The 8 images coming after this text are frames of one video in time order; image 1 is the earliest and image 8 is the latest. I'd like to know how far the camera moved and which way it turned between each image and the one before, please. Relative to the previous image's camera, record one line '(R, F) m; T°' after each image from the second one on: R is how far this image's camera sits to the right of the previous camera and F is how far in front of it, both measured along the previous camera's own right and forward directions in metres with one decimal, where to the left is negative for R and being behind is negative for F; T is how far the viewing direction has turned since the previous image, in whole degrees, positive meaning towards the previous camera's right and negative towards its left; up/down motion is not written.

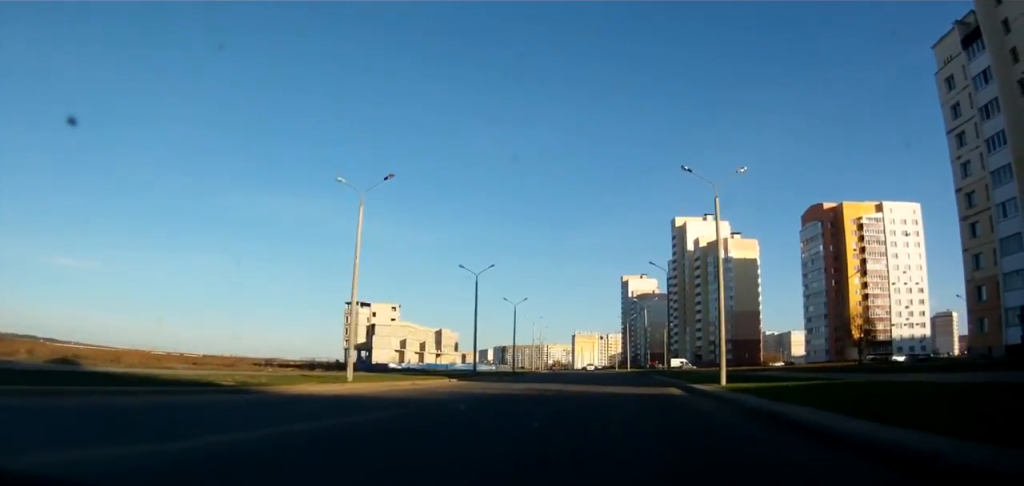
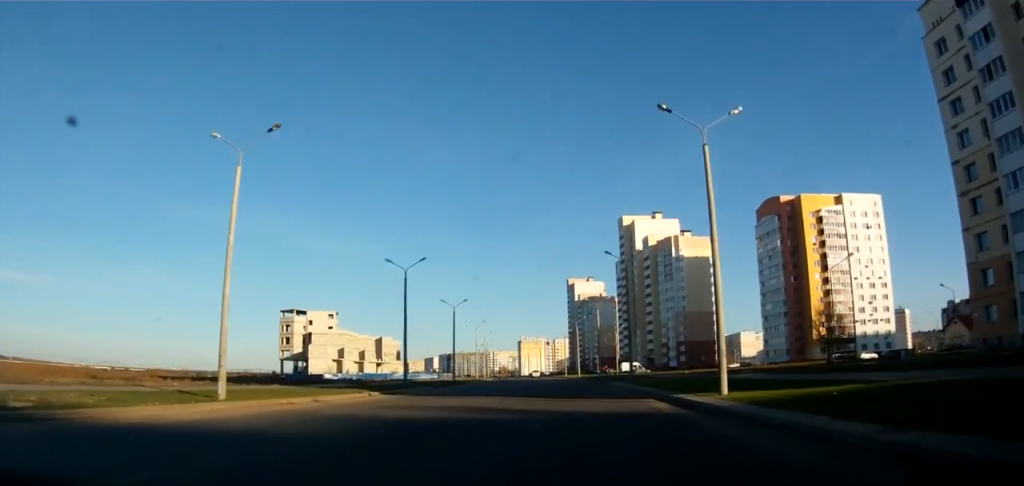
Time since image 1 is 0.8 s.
(+0.6, +8.5) m; +6°
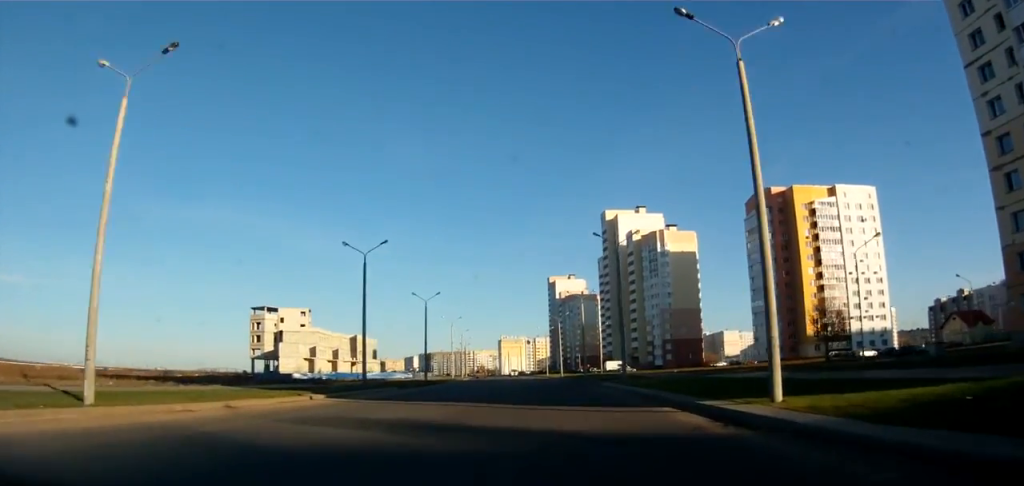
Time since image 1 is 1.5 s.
(+0.4, +7.1) m; +3°
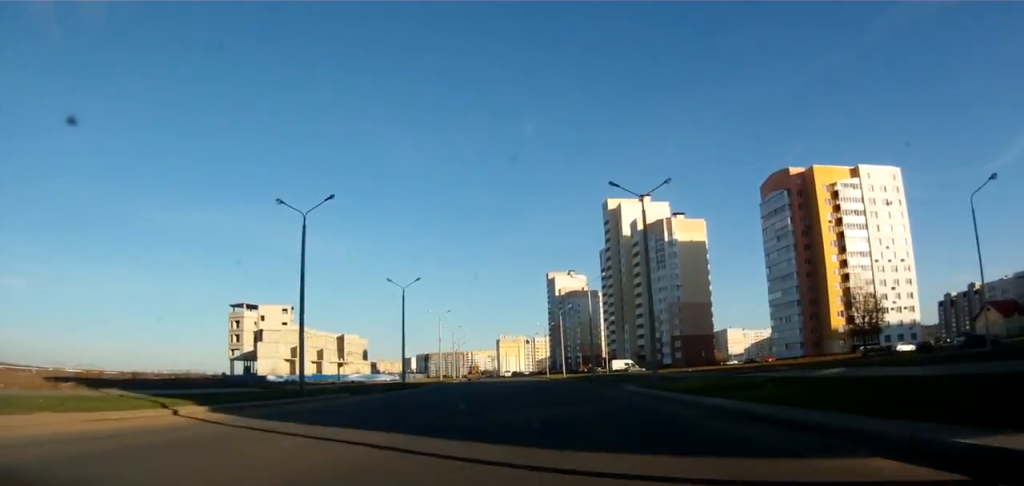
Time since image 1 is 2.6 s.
(0.0, +12.2) m; 0°
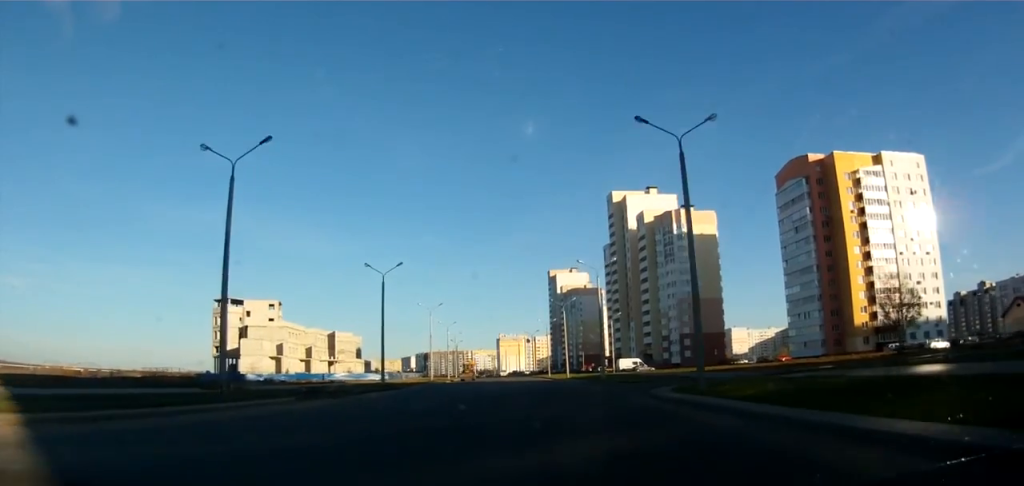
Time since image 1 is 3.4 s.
(0.0, +9.1) m; 0°
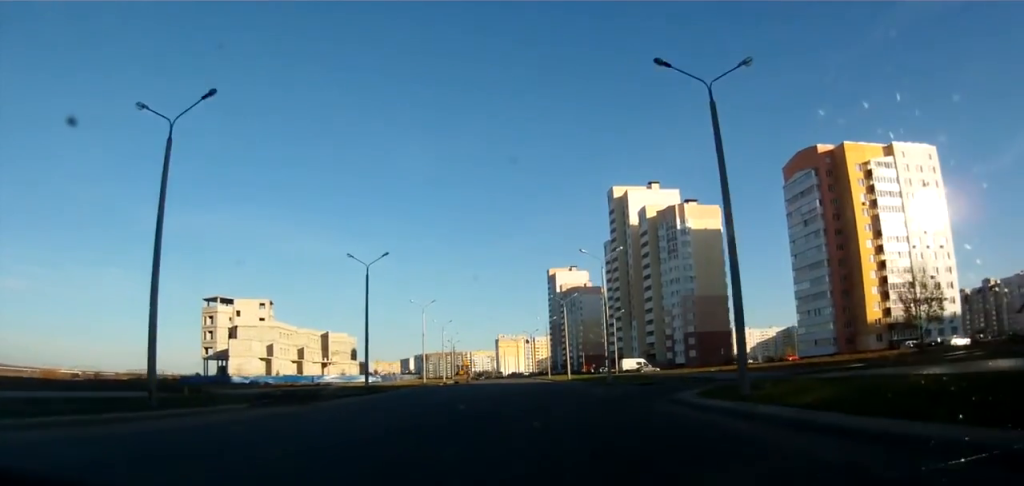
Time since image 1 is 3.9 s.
(0.0, +5.2) m; +1°
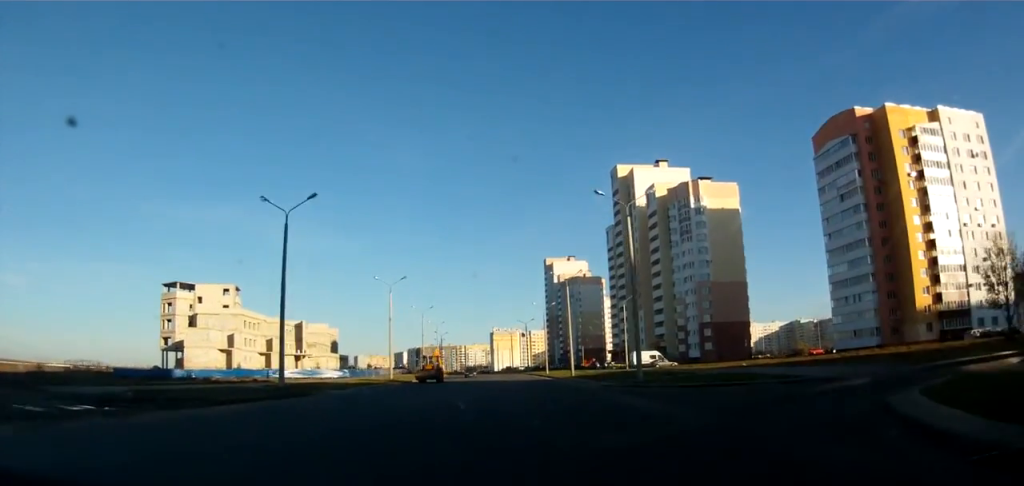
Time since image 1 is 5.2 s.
(+0.6, +16.6) m; +3°
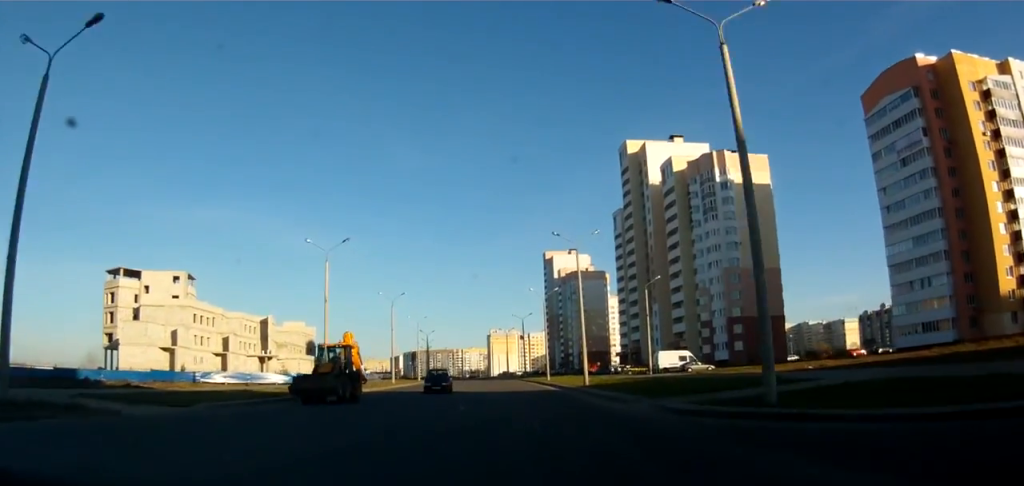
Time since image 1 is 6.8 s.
(-0.5, +20.6) m; -2°
